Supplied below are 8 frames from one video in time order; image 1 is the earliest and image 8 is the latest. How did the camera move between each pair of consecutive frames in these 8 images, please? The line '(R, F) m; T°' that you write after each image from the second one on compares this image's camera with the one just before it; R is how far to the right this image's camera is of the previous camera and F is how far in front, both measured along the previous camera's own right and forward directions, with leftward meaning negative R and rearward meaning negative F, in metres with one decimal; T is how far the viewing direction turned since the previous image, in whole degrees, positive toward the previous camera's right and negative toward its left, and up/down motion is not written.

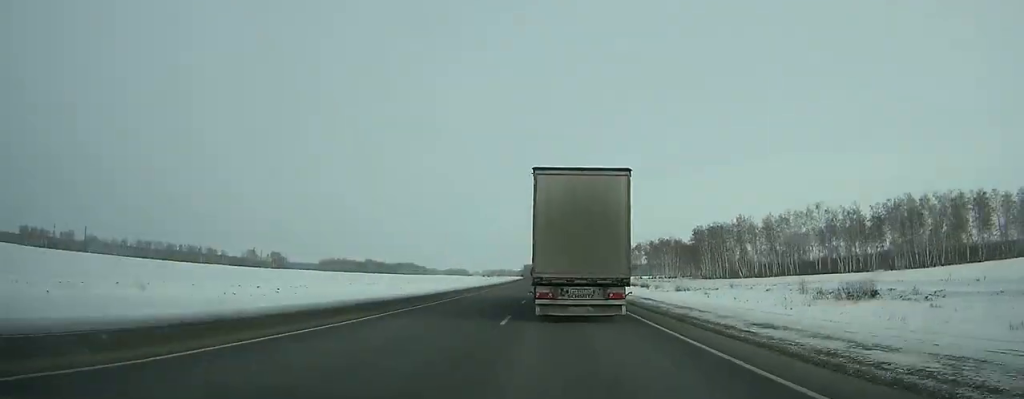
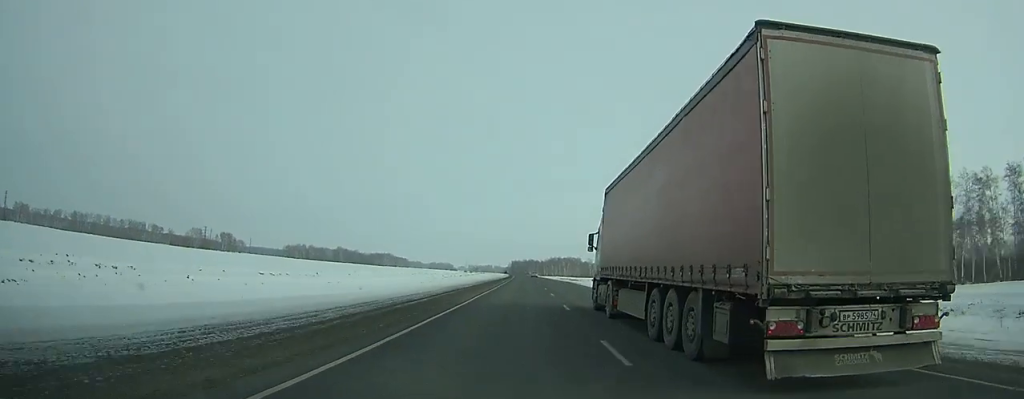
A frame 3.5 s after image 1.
(-0.3, +93.9) m; 0°
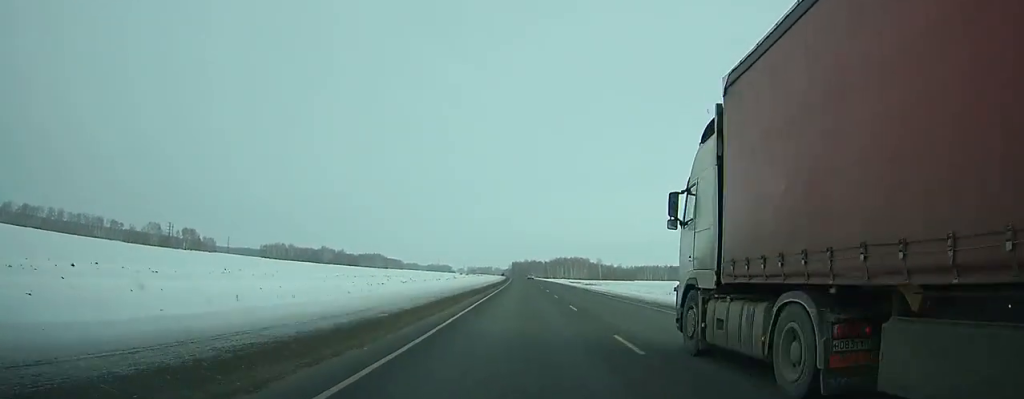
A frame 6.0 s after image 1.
(+0.2, +71.6) m; 0°
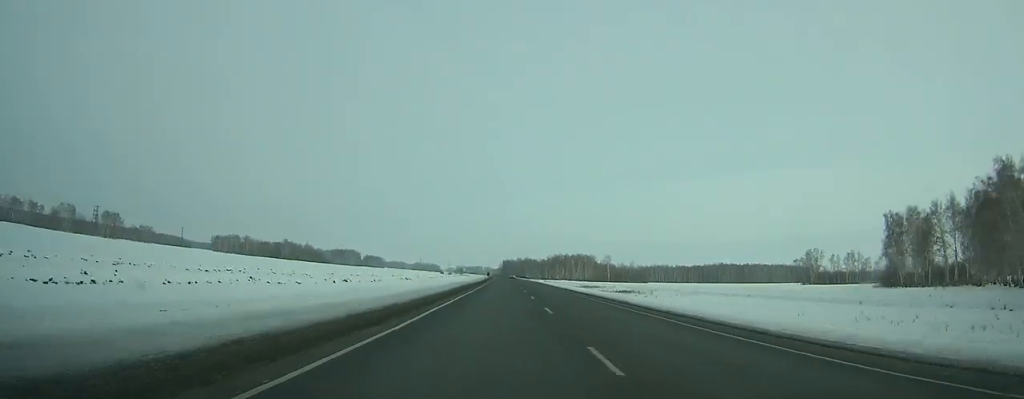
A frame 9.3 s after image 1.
(+0.2, +98.7) m; 0°
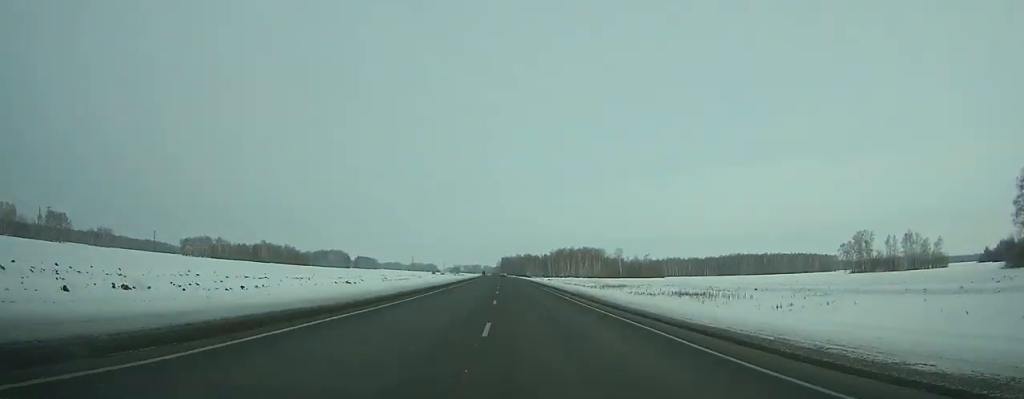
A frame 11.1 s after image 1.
(-0.3, +55.8) m; -1°
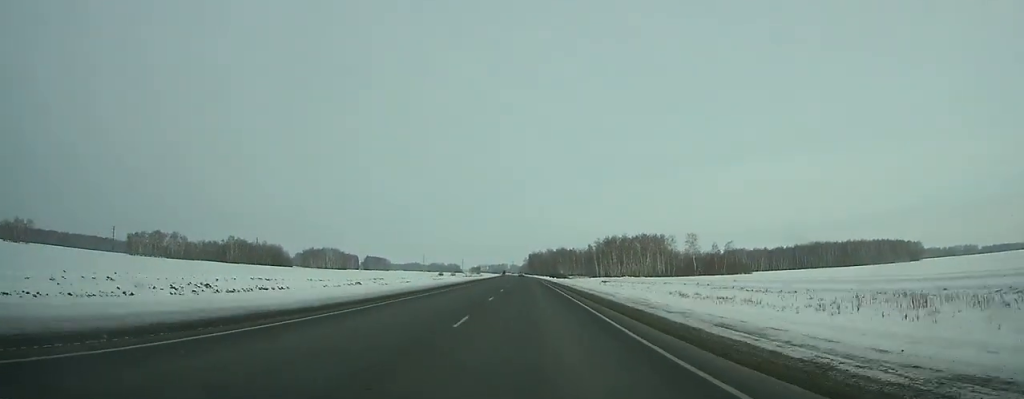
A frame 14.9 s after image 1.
(-1.8, +120.3) m; -1°
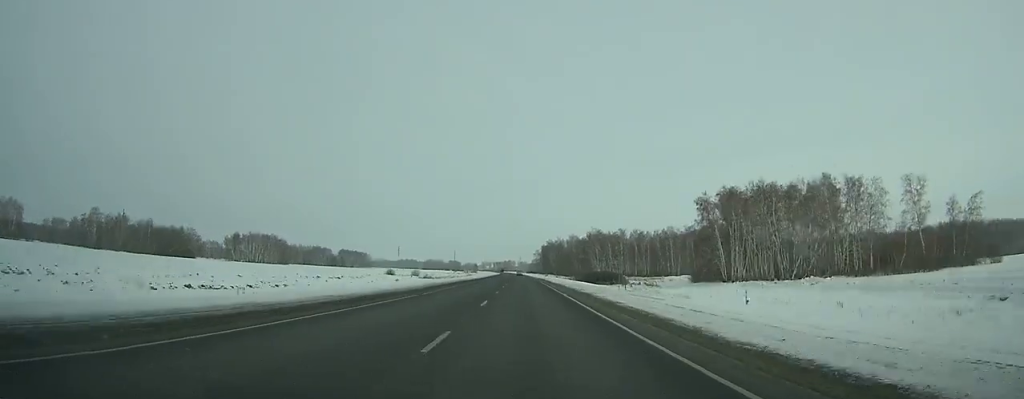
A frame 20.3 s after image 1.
(-1.7, +174.8) m; -1°
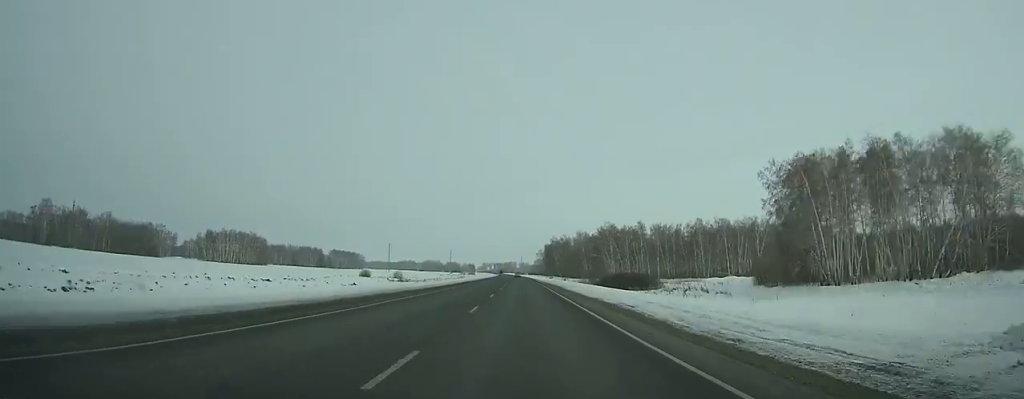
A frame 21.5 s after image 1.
(+0.1, +39.2) m; 0°
